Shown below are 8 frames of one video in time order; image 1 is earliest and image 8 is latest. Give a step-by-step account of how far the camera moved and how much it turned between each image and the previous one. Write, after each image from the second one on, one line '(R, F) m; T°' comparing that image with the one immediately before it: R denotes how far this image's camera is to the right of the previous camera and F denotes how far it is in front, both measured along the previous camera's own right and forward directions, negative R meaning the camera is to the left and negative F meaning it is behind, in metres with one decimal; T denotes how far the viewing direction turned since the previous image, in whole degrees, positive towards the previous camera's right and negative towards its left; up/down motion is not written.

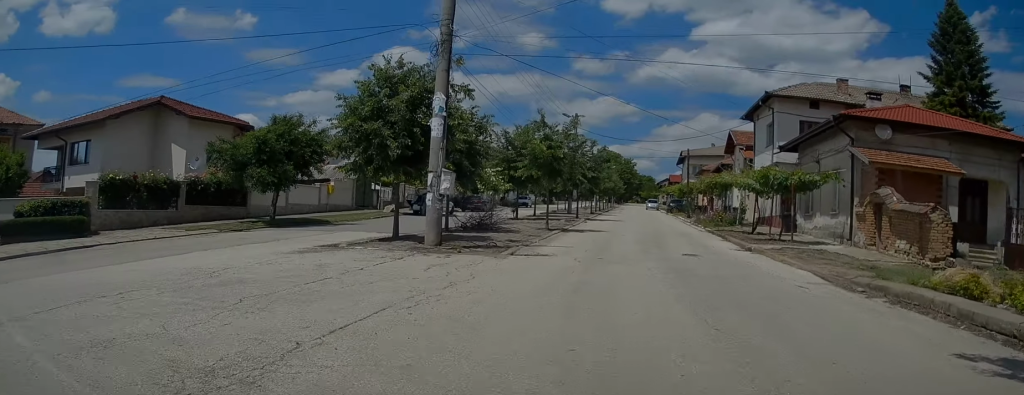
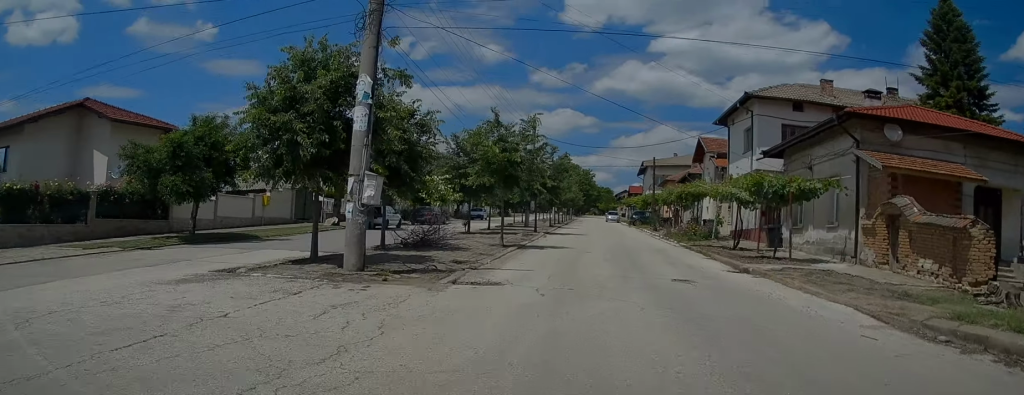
(+0.4, +3.5) m; +5°
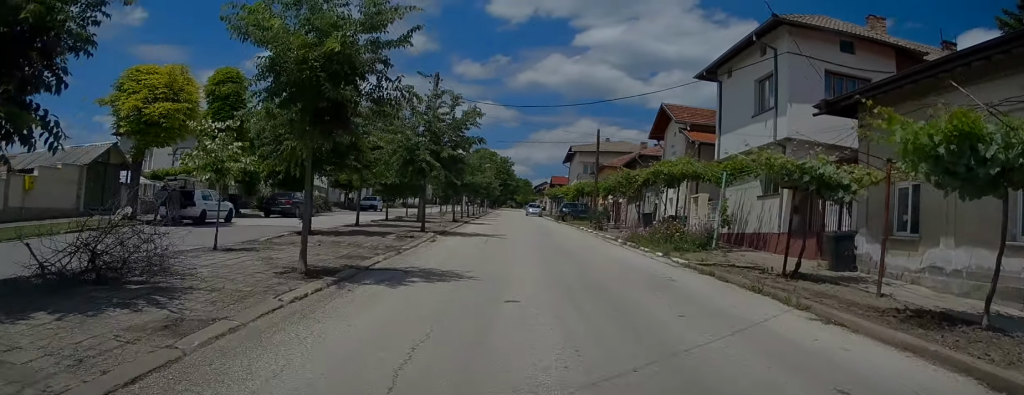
(+1.9, +13.2) m; +10°
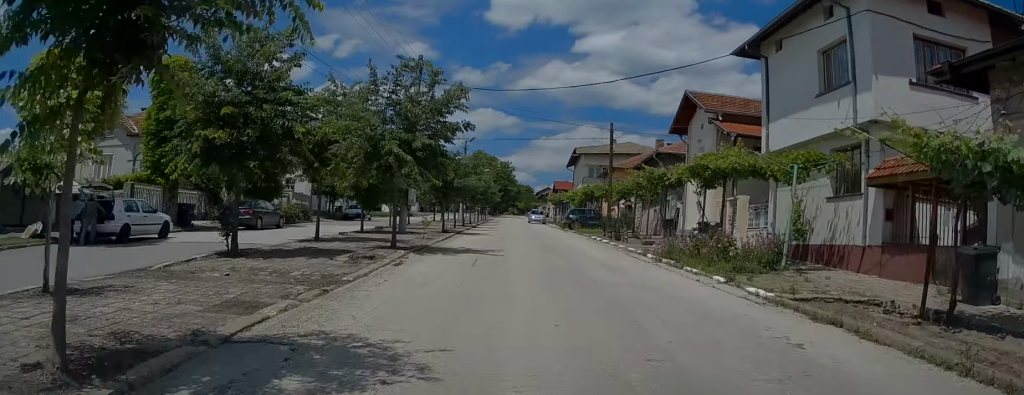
(-0.1, +5.5) m; -1°
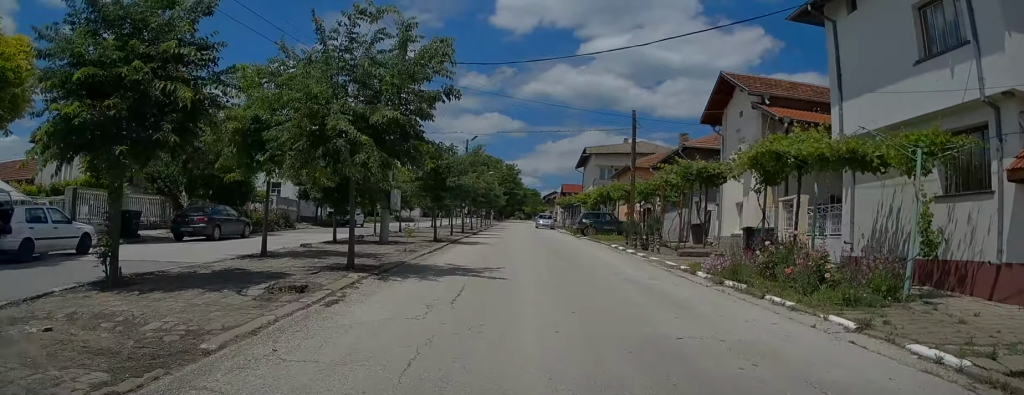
(0.0, +5.0) m; -1°
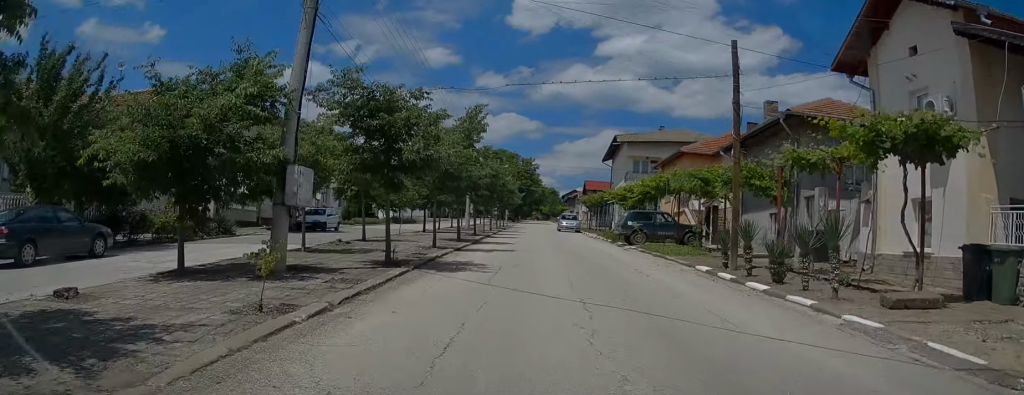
(-0.4, +11.5) m; -3°
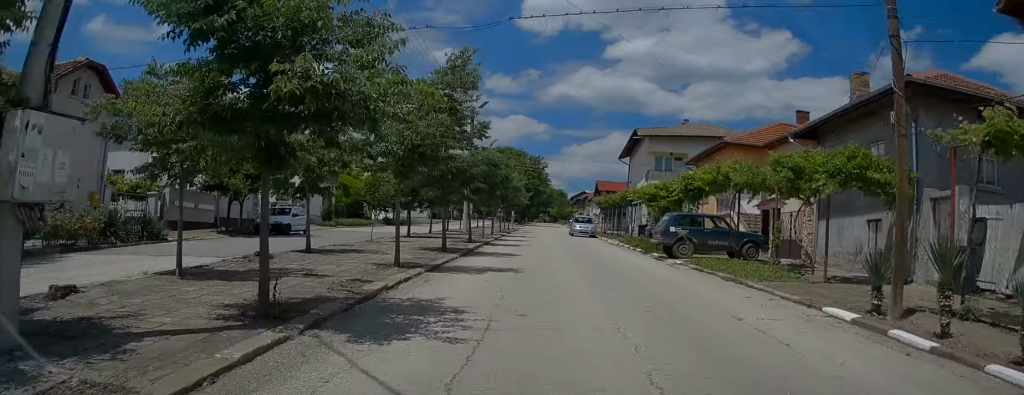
(-0.1, +6.9) m; -1°
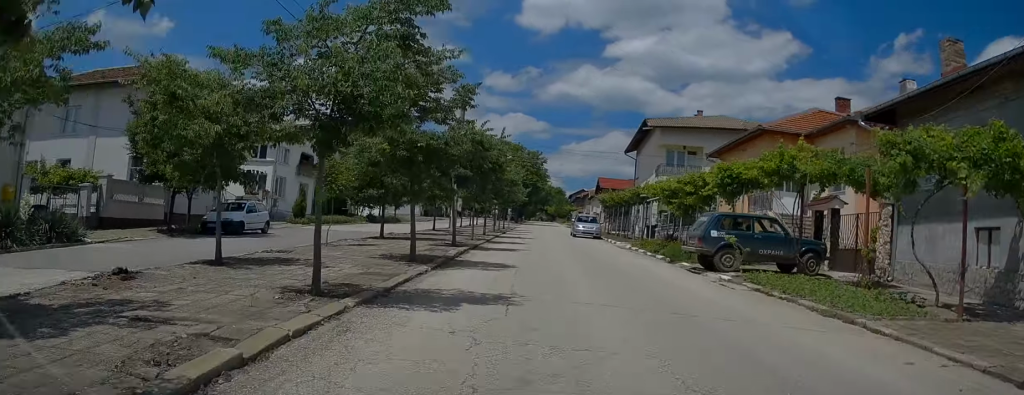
(0.0, +5.1) m; 0°
